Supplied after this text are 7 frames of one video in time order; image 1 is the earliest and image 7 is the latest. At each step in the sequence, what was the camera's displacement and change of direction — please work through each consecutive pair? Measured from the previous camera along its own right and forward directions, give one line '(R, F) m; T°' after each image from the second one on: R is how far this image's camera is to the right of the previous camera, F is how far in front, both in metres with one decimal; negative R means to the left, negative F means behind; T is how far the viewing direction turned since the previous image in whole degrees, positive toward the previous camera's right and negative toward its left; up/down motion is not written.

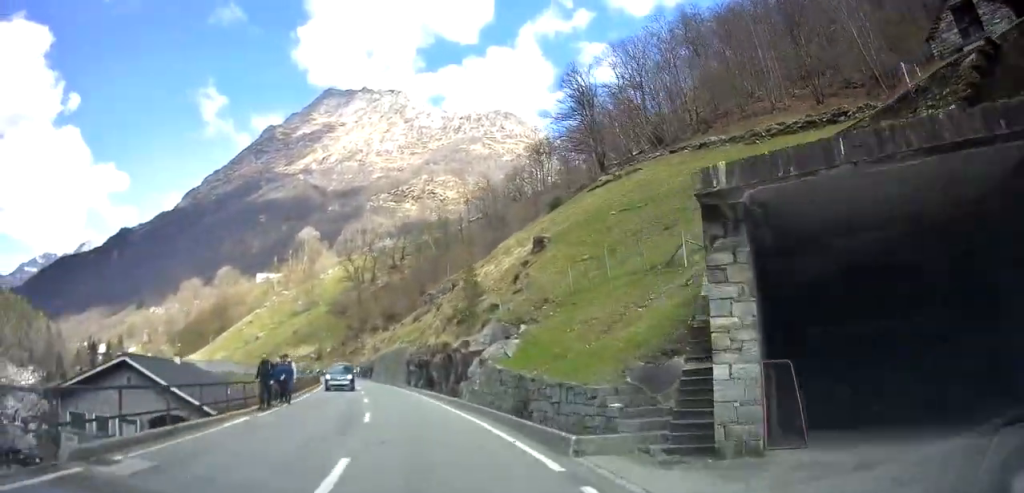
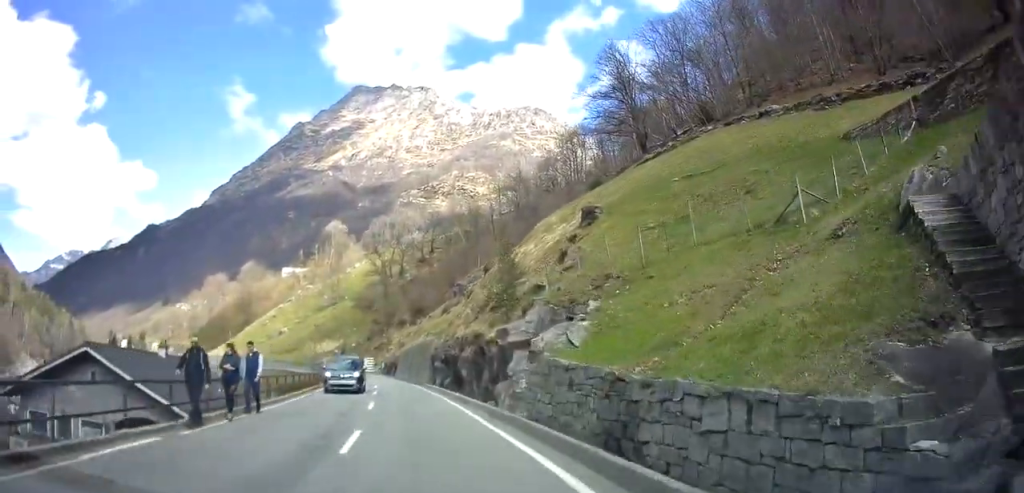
(-0.3, +6.5) m; -2°
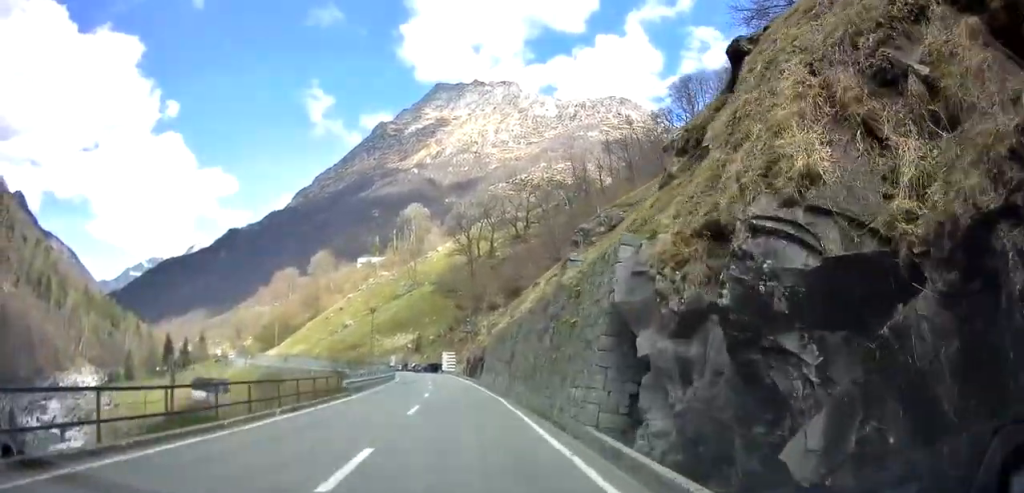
(-2.5, +30.6) m; -9°
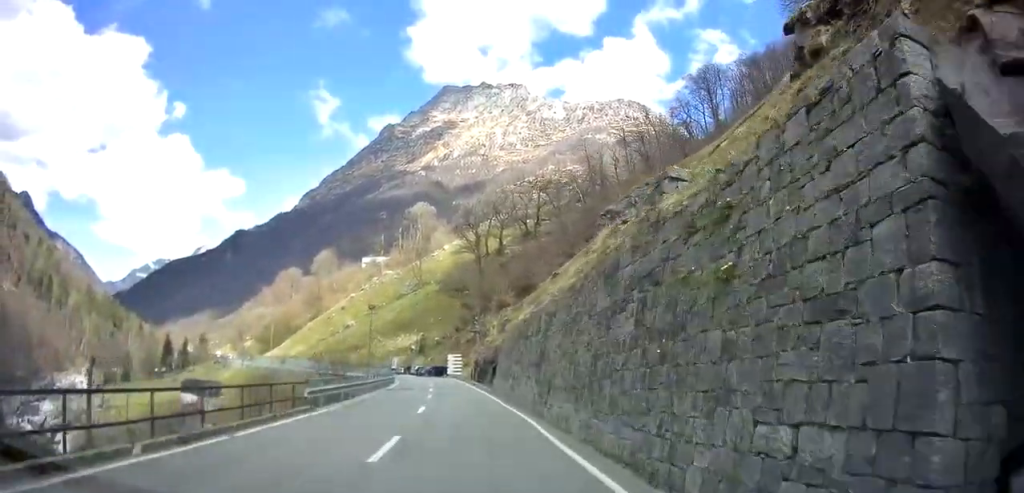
(-0.1, +7.0) m; -1°
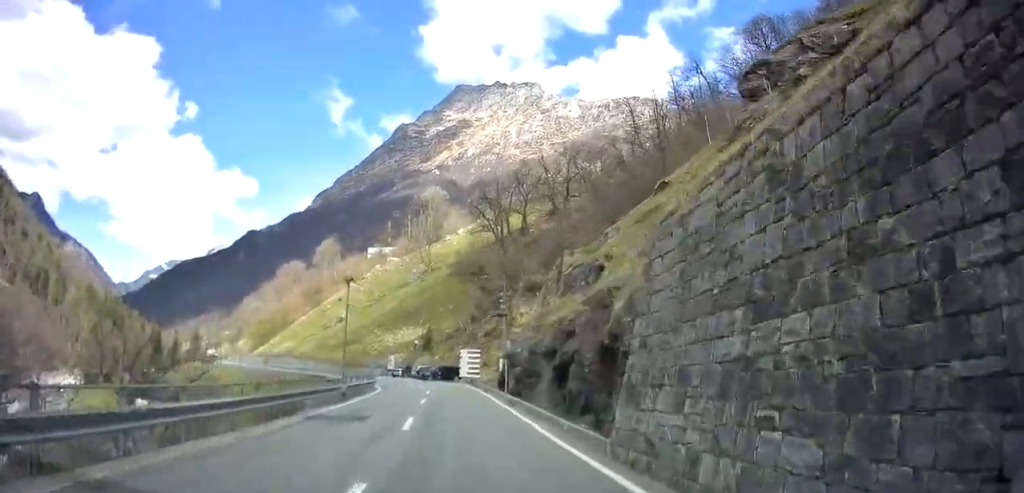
(-0.3, +22.8) m; -1°
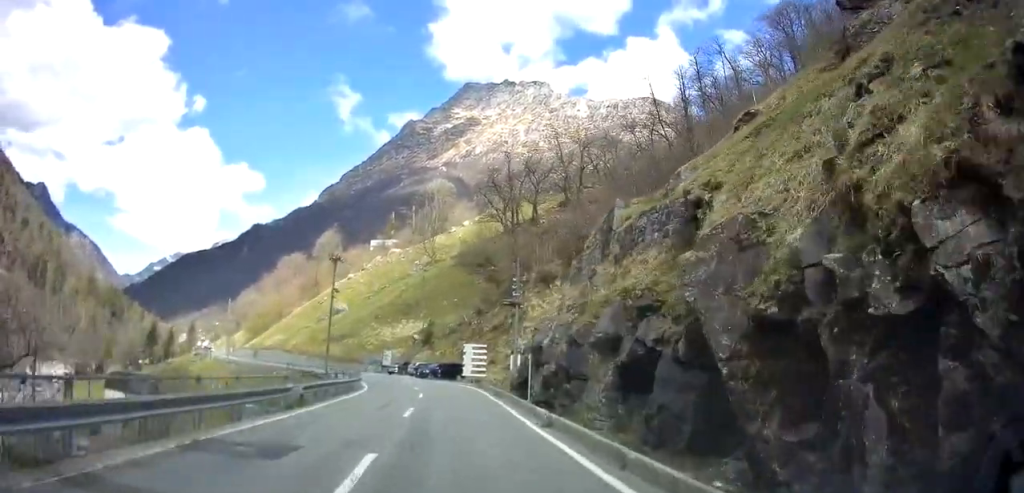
(0.0, +7.2) m; 0°
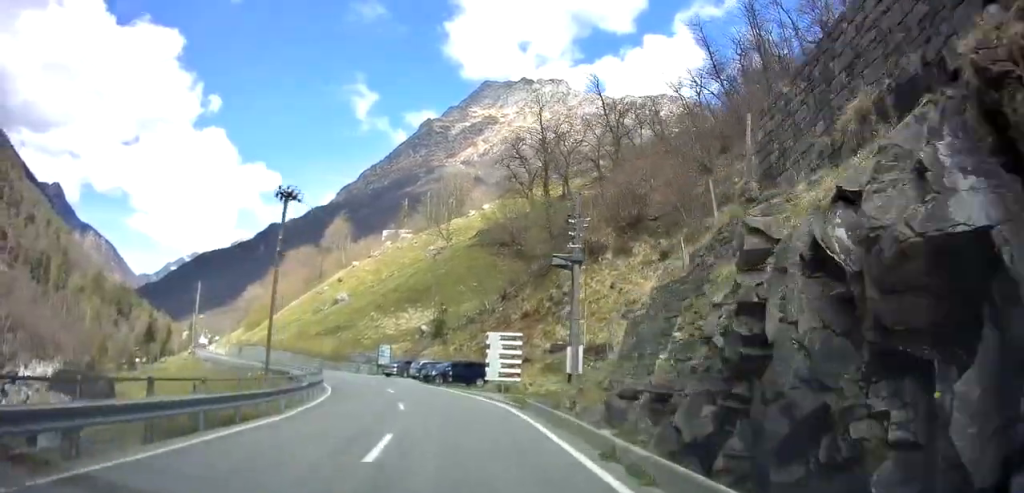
(-0.1, +15.5) m; -2°
